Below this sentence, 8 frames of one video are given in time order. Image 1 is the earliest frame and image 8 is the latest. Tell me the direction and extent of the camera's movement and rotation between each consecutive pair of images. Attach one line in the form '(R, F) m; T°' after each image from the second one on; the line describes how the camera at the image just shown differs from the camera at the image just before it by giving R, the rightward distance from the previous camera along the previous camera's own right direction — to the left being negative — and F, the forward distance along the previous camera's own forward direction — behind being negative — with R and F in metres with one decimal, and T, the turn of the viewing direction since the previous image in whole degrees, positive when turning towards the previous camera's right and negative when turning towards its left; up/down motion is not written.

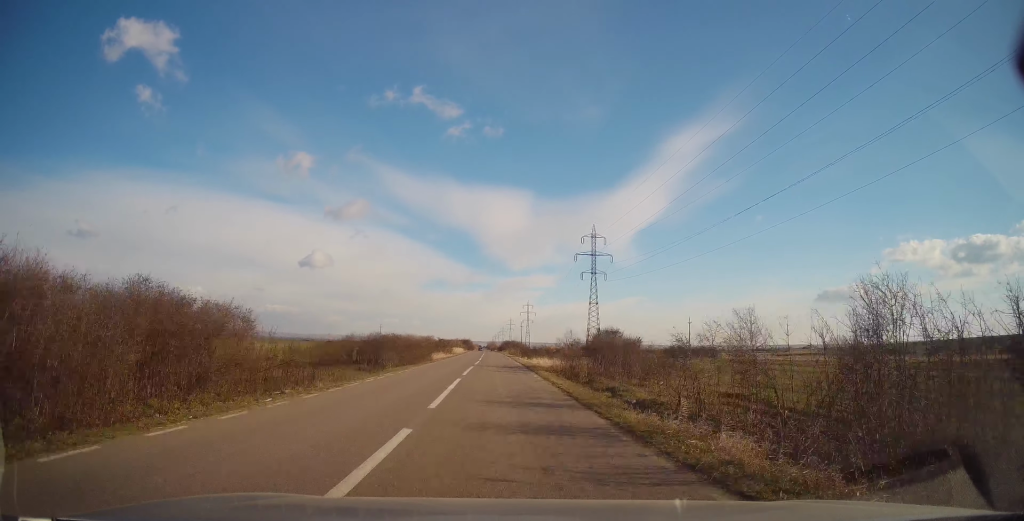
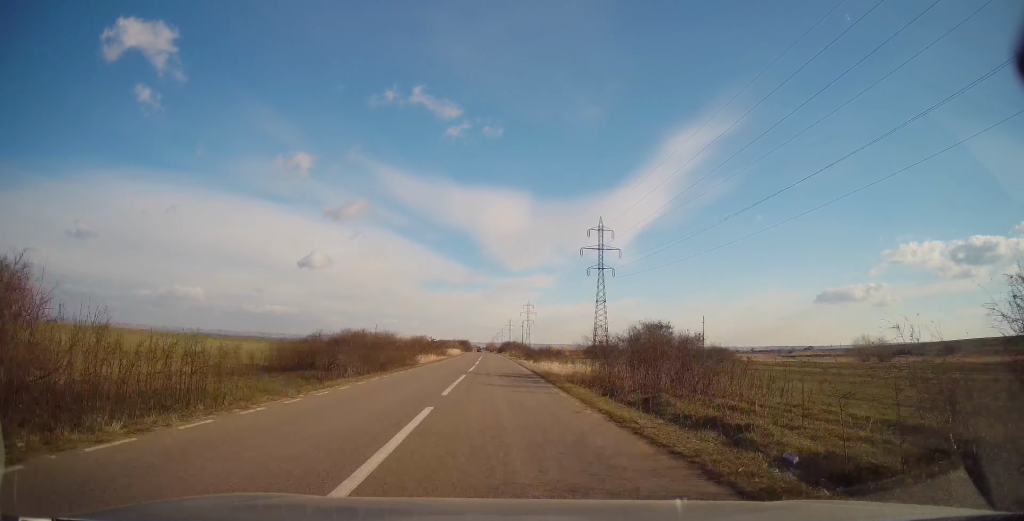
(-0.2, +9.1) m; 0°
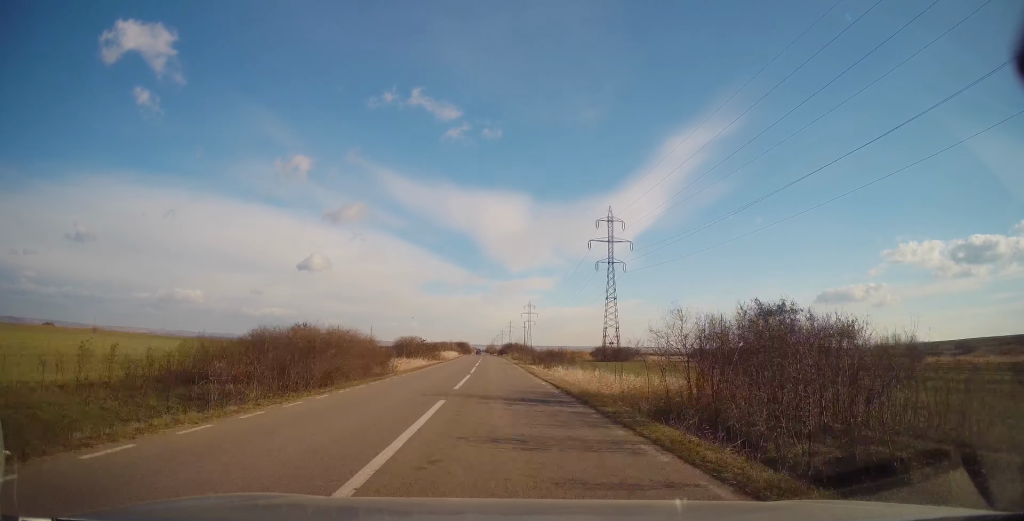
(+0.2, +10.6) m; 0°
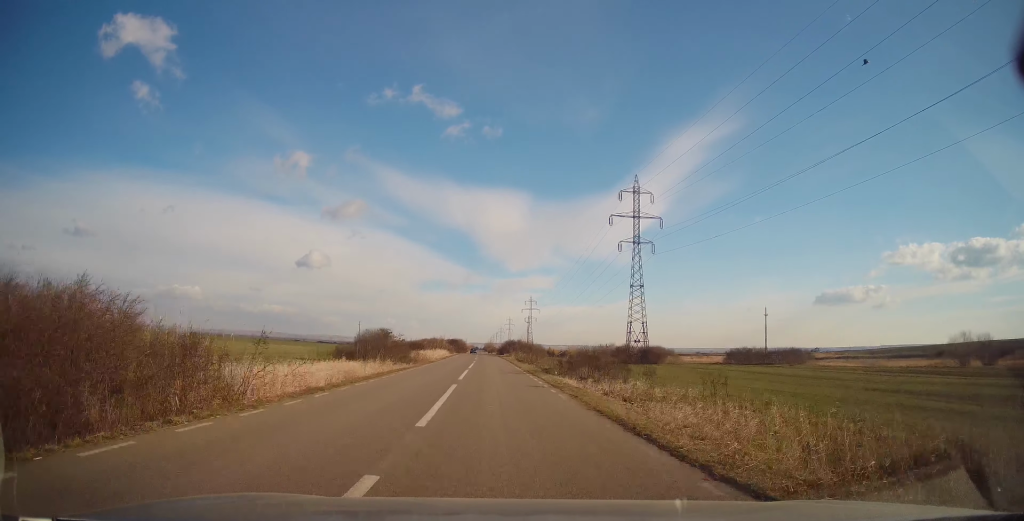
(+0.2, +19.5) m; 0°
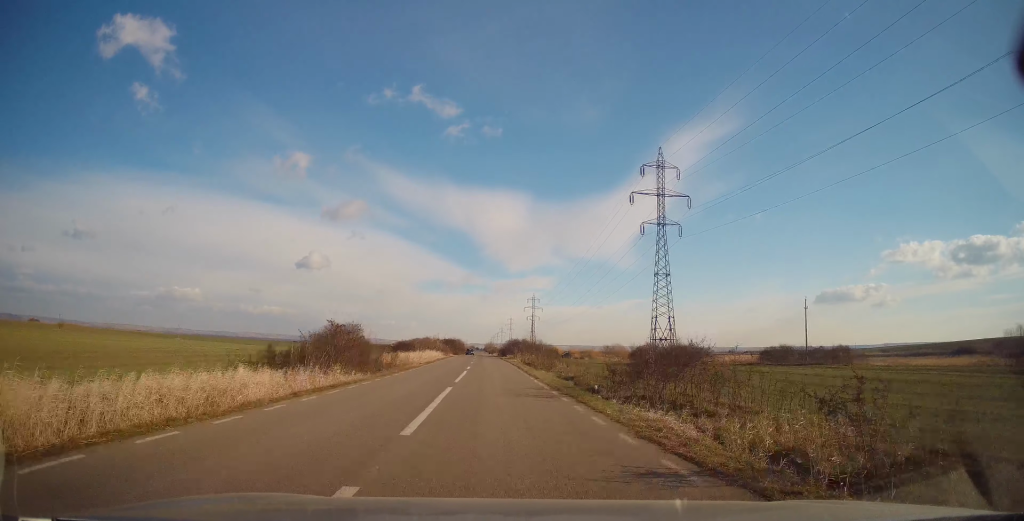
(0.0, +12.9) m; 0°
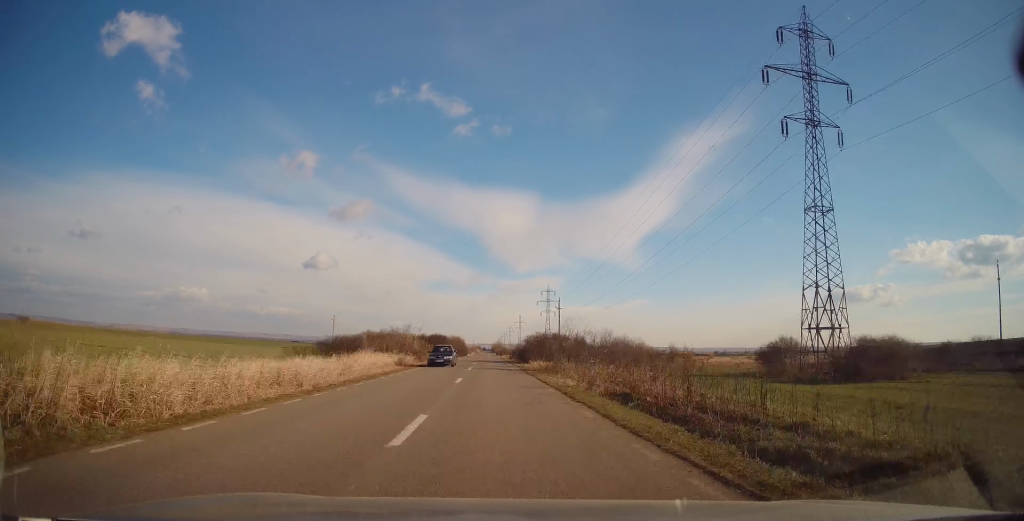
(-0.1, +36.9) m; -1°
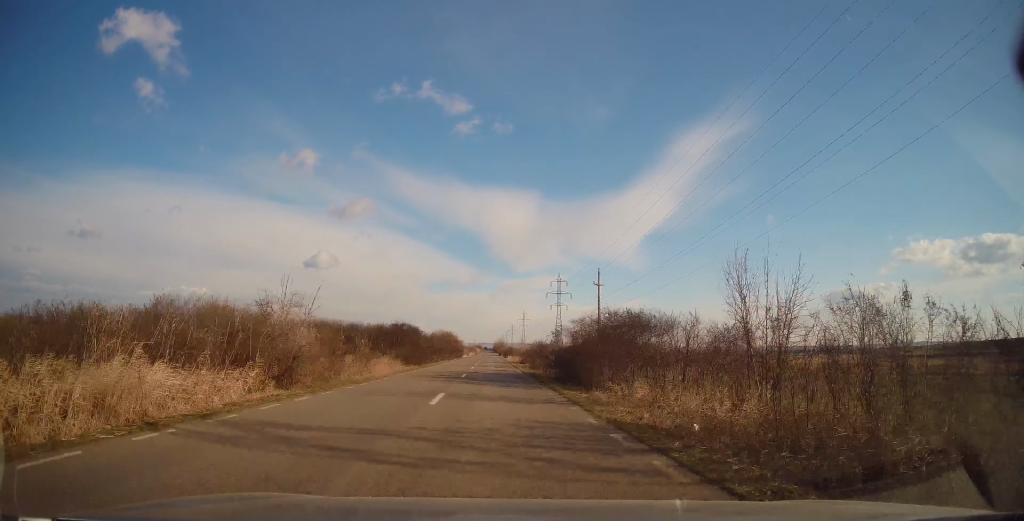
(-0.7, +31.5) m; -1°
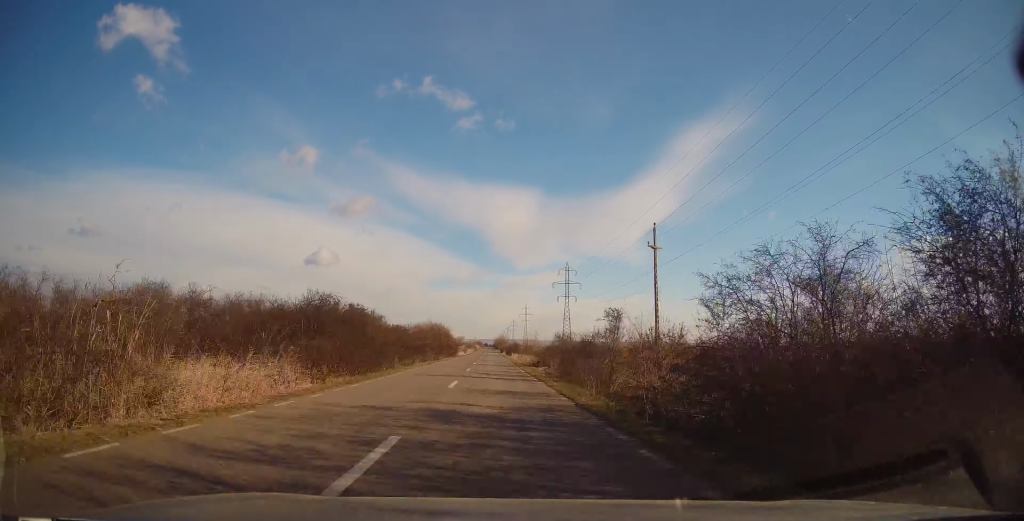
(+0.2, +19.1) m; +1°
